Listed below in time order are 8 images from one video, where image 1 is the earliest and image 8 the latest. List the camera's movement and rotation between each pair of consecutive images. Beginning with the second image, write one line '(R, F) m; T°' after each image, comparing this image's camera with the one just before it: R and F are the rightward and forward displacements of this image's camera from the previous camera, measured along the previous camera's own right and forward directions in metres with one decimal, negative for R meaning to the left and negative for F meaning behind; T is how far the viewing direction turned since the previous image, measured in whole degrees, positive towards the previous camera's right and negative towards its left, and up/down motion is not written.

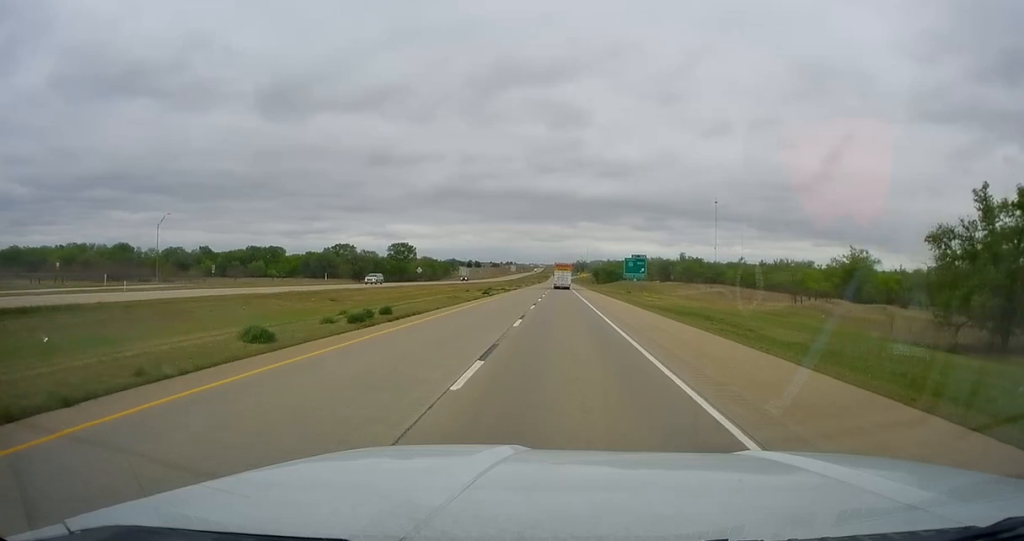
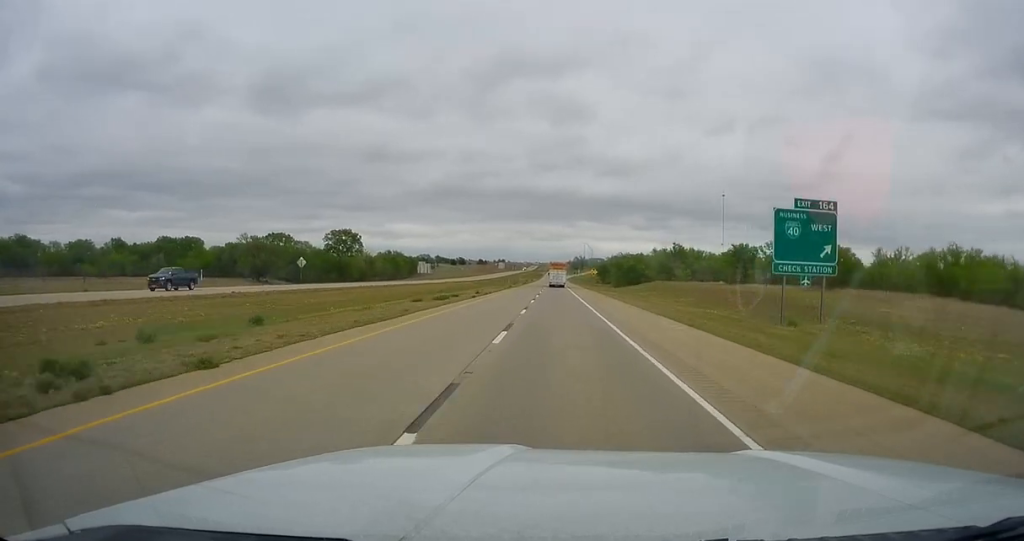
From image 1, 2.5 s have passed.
(+1.3, +79.7) m; +1°
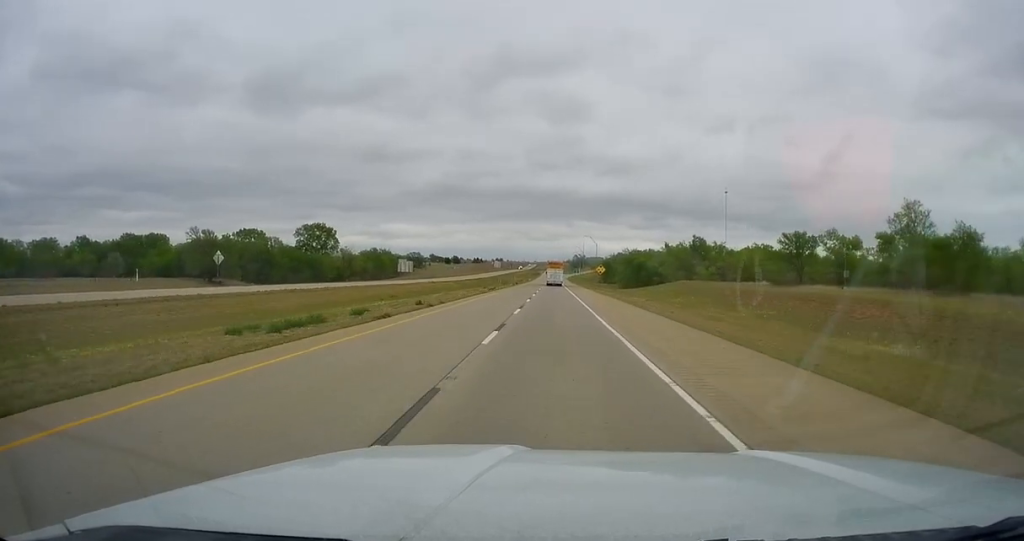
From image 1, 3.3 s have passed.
(+0.1, +25.0) m; 0°
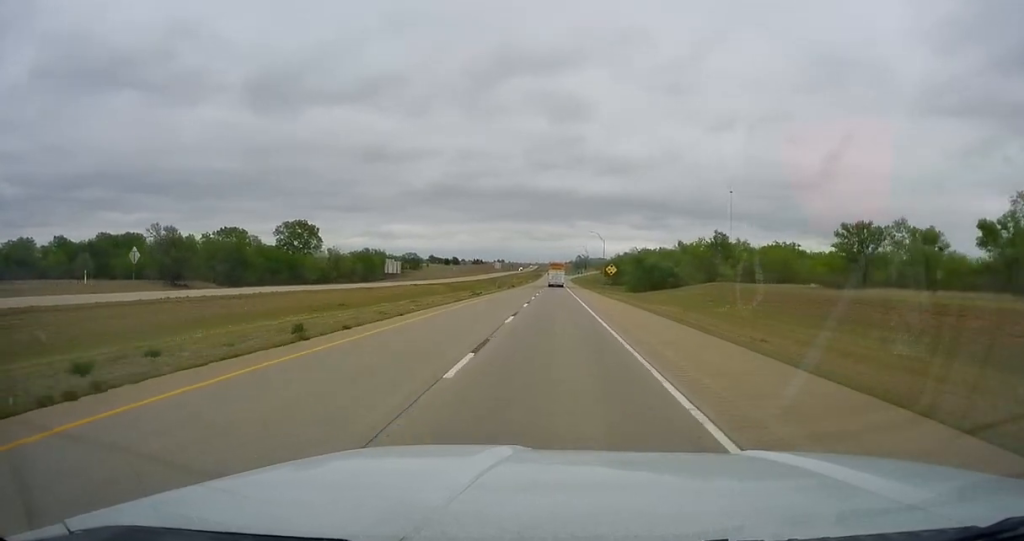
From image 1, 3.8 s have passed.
(+0.2, +16.9) m; 0°
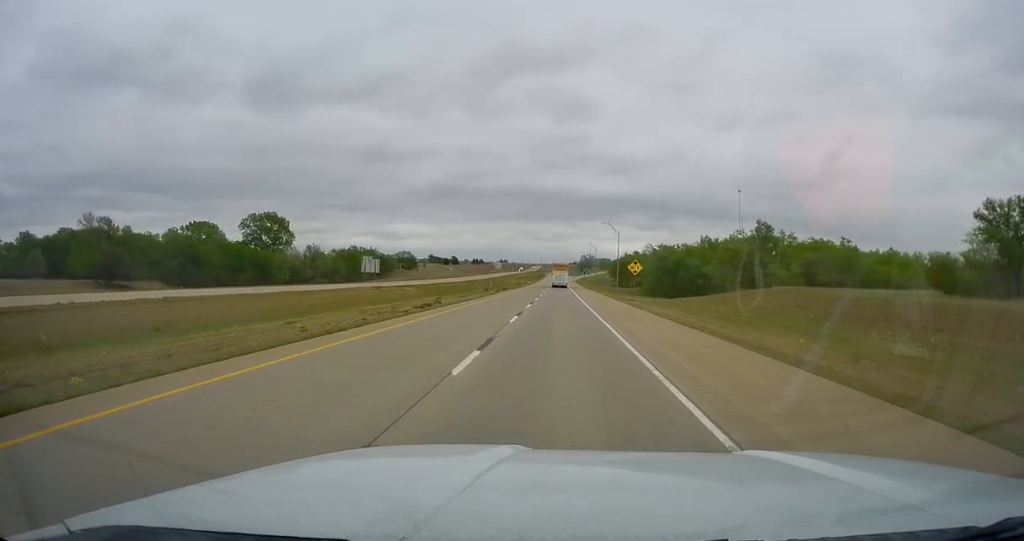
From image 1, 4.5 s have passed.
(-0.2, +23.9) m; 0°
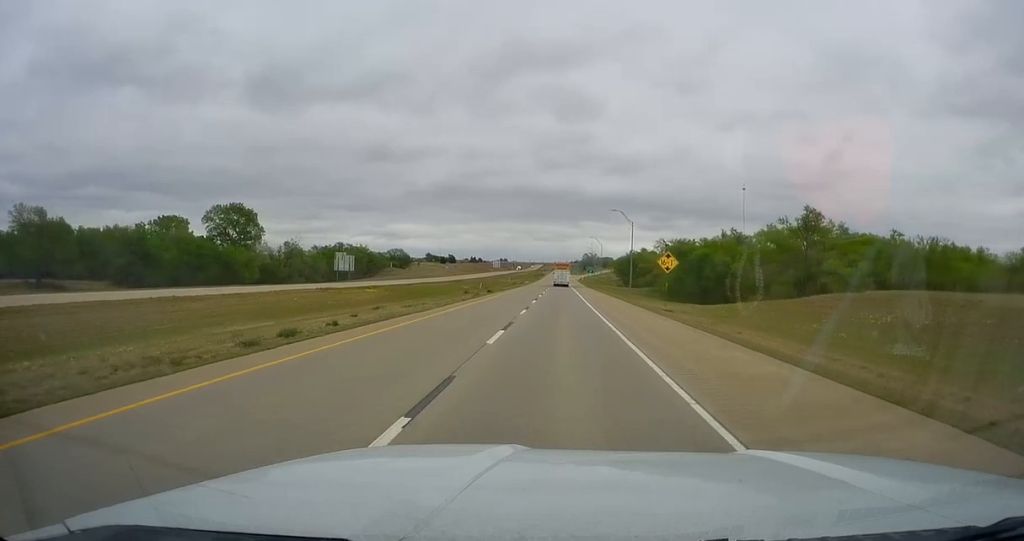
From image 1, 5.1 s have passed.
(-0.1, +19.2) m; 0°
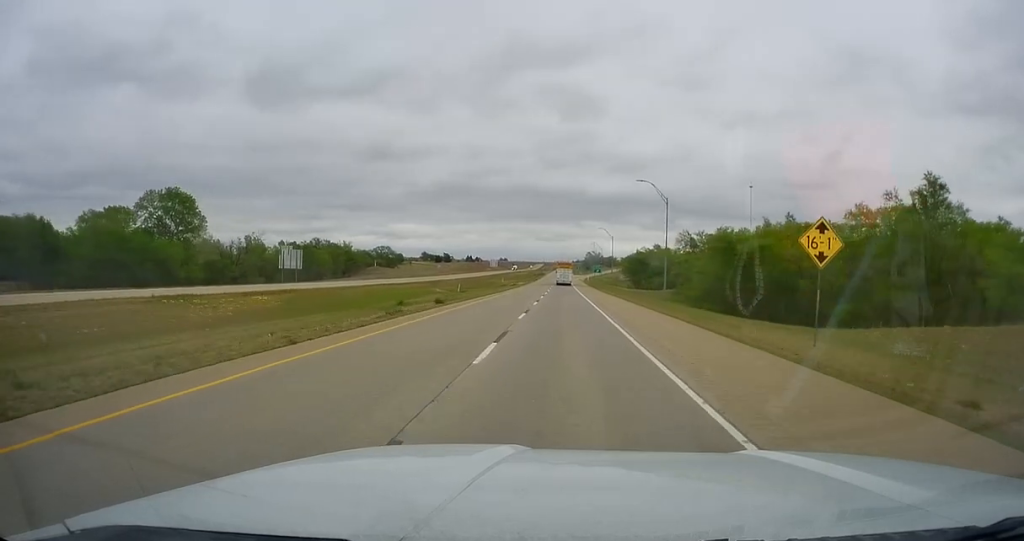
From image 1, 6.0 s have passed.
(+0.1, +27.8) m; -1°
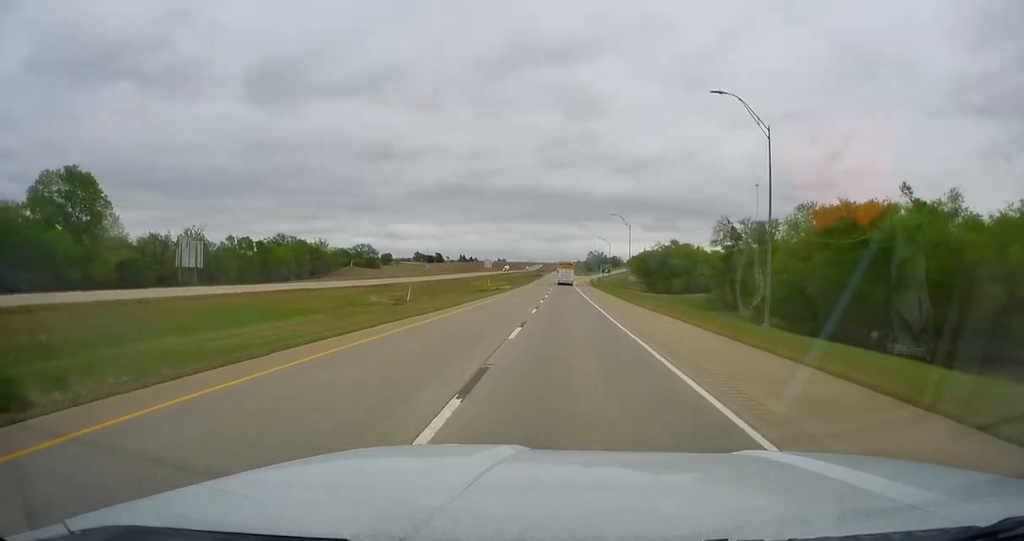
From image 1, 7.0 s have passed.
(-0.5, +31.2) m; 0°
